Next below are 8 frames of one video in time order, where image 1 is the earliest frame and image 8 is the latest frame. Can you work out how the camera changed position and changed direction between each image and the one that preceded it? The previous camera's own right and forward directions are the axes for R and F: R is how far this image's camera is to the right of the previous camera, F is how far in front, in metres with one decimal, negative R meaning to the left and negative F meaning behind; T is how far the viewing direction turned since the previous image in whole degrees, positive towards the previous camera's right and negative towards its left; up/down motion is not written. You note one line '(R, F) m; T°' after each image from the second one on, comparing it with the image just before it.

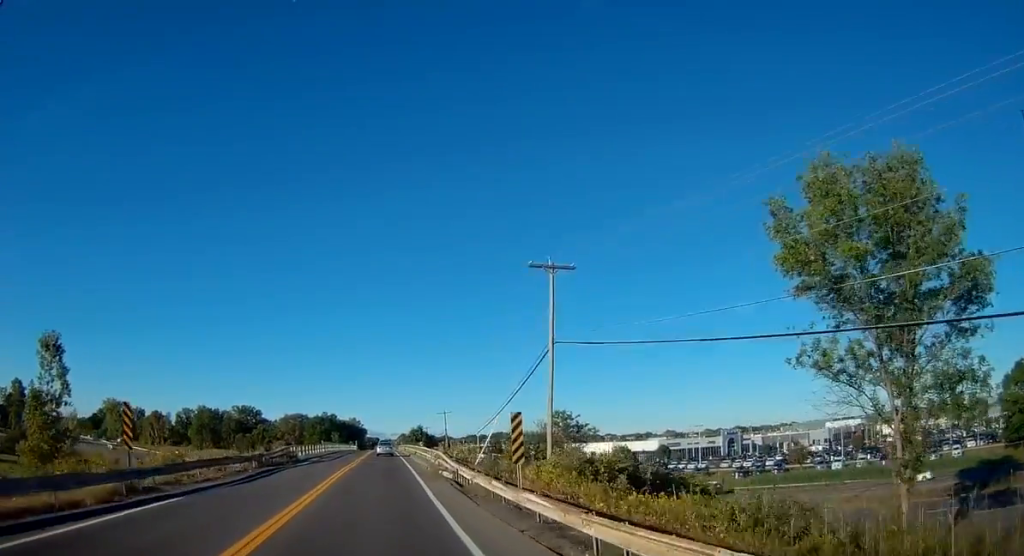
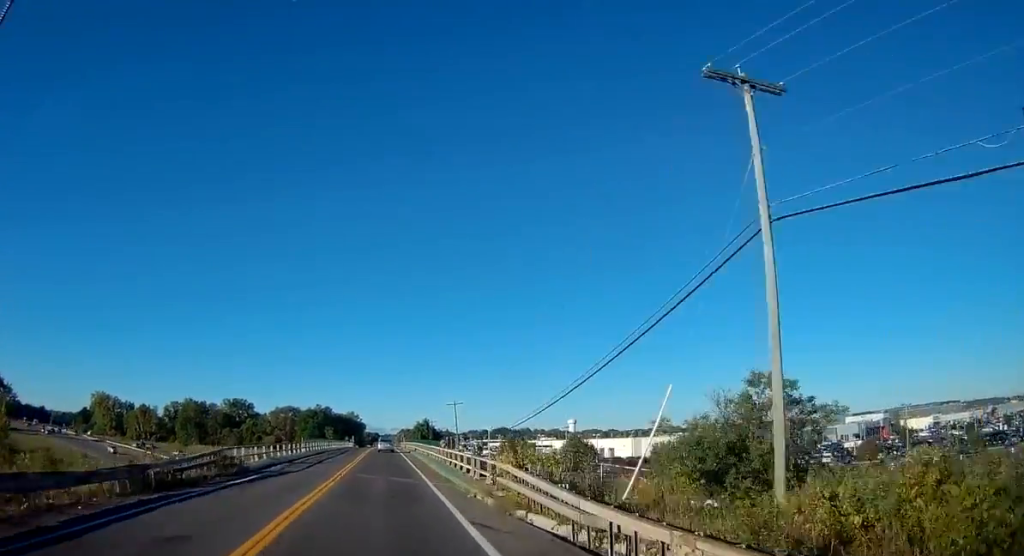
(+0.2, +19.3) m; +1°
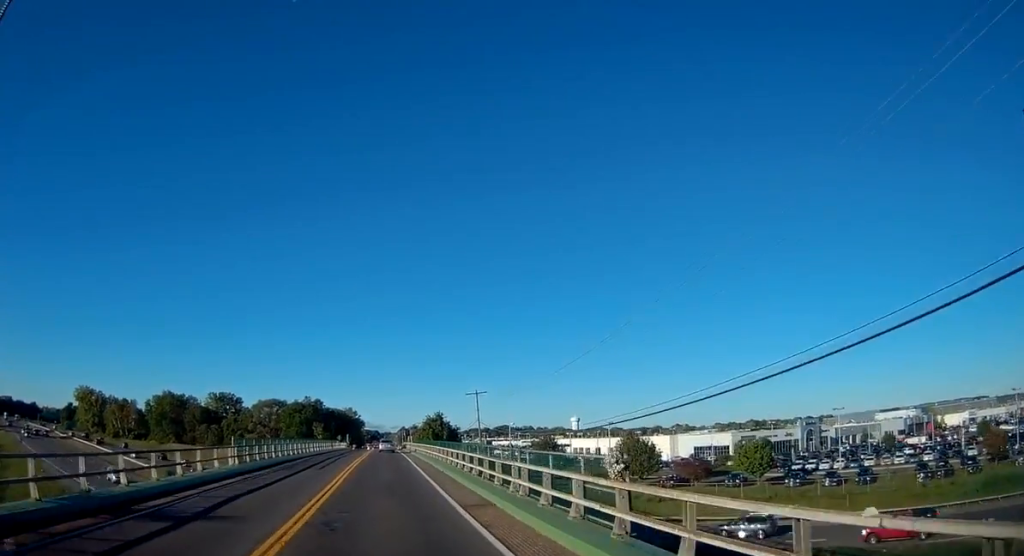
(-0.1, +25.6) m; 0°
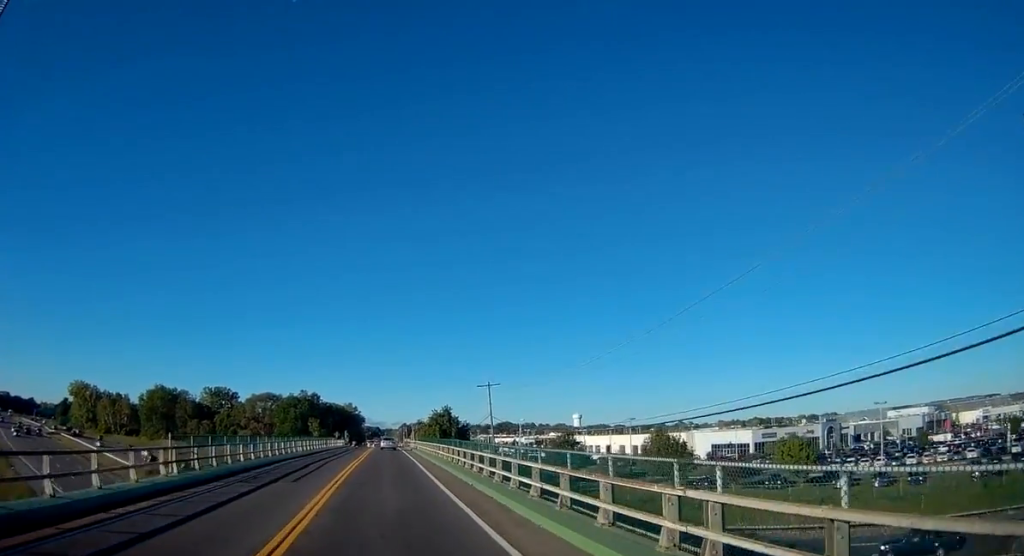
(+0.1, +9.1) m; 0°
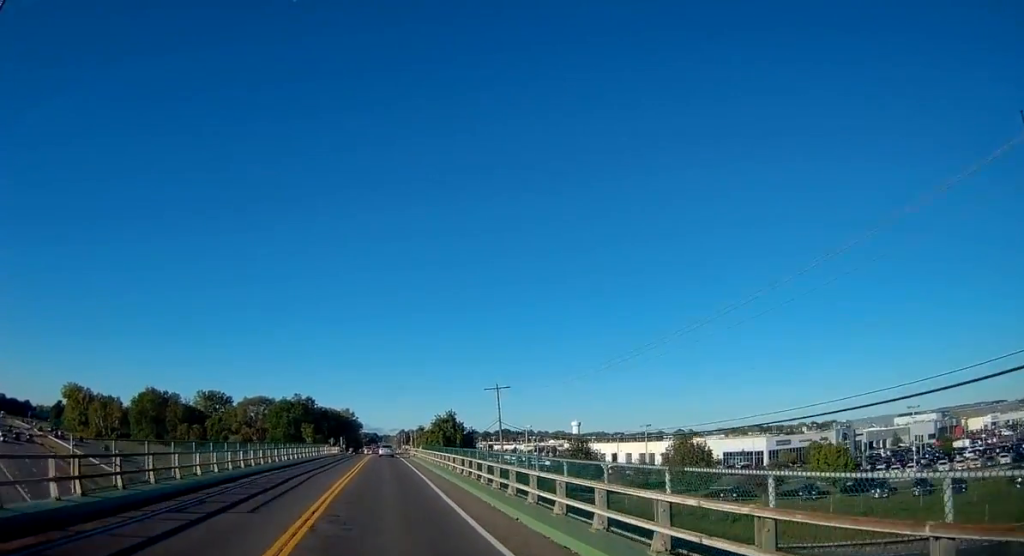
(+0.1, +7.1) m; 0°
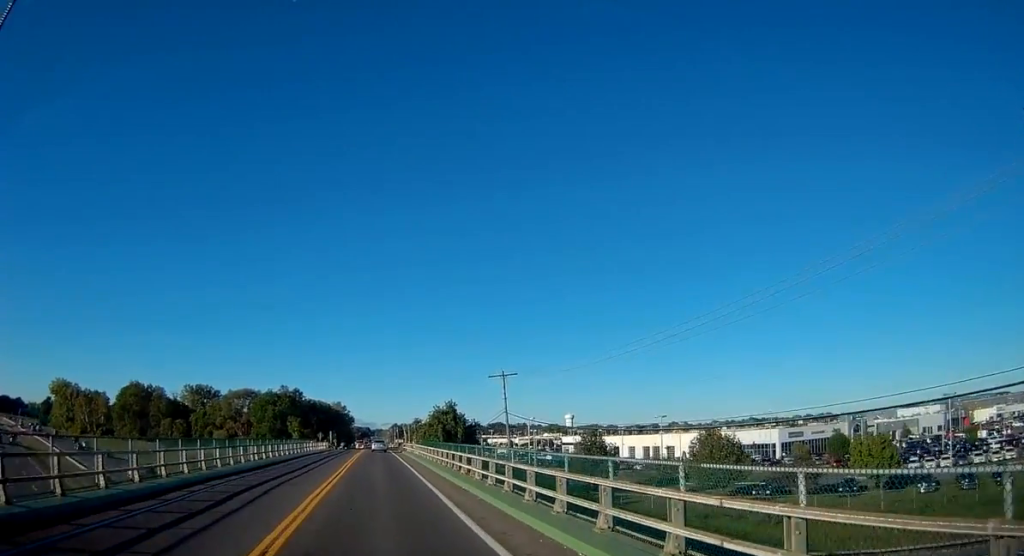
(-0.1, +7.7) m; 0°
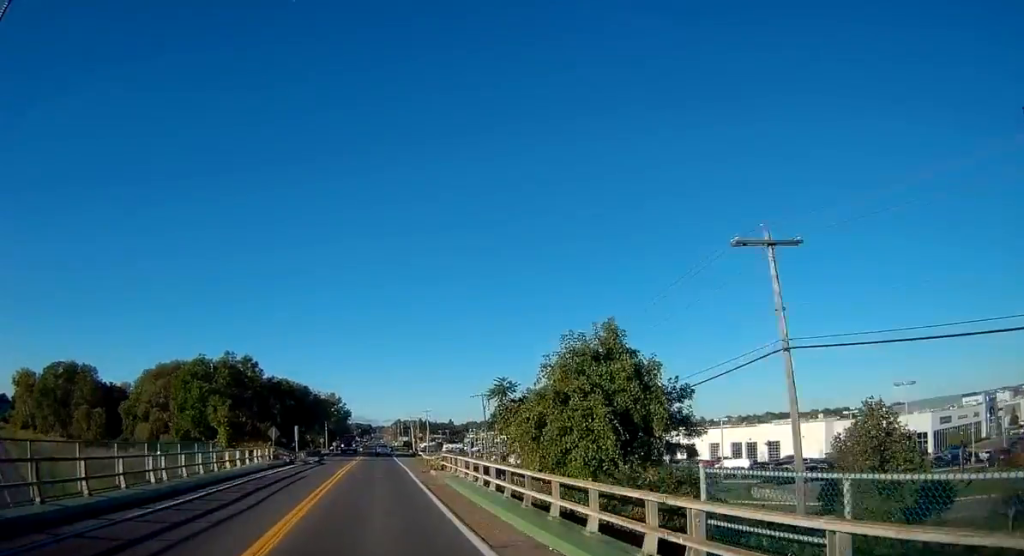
(+0.4, +46.4) m; +1°
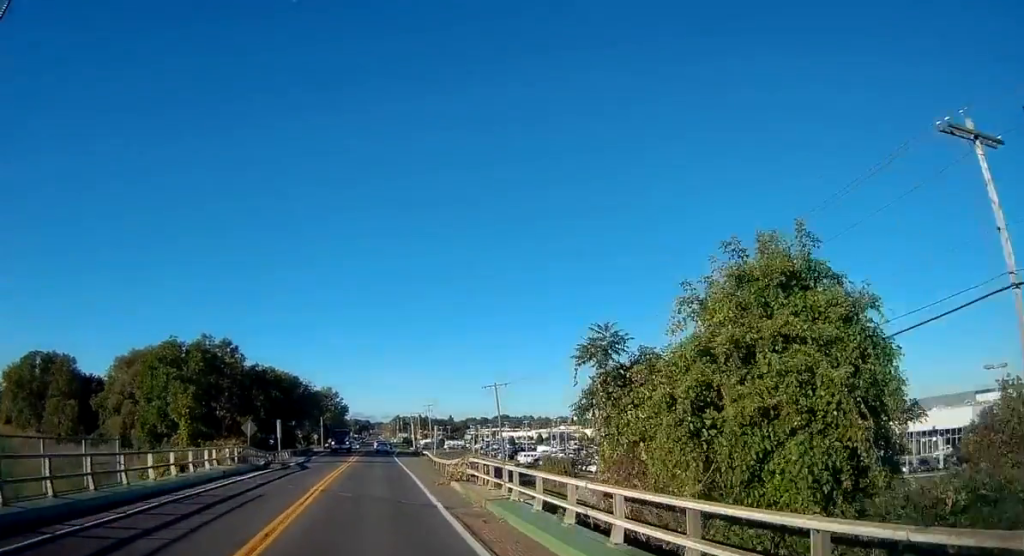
(0.0, +9.9) m; 0°
